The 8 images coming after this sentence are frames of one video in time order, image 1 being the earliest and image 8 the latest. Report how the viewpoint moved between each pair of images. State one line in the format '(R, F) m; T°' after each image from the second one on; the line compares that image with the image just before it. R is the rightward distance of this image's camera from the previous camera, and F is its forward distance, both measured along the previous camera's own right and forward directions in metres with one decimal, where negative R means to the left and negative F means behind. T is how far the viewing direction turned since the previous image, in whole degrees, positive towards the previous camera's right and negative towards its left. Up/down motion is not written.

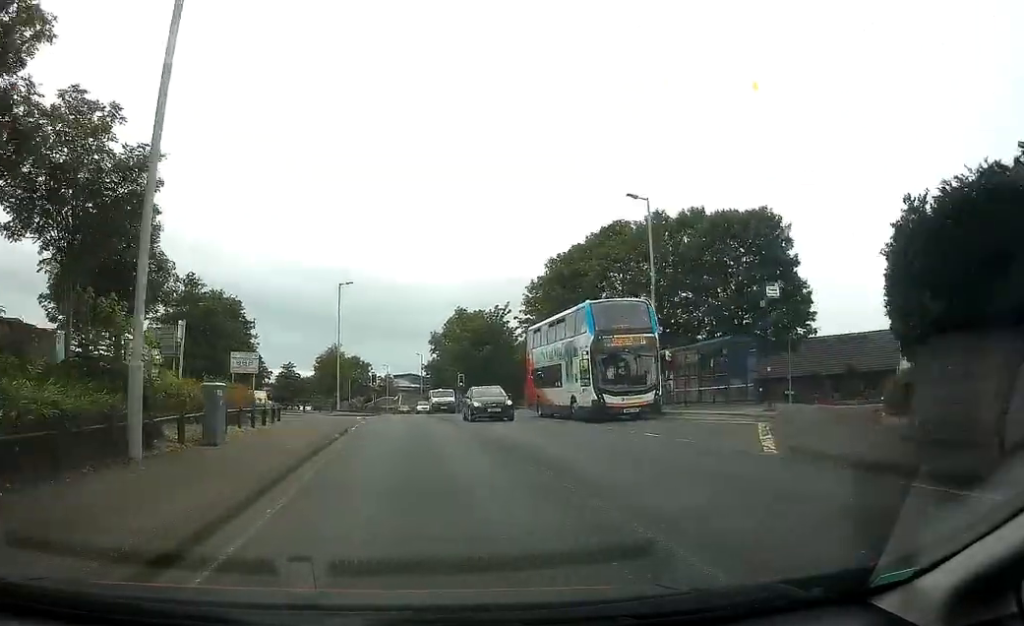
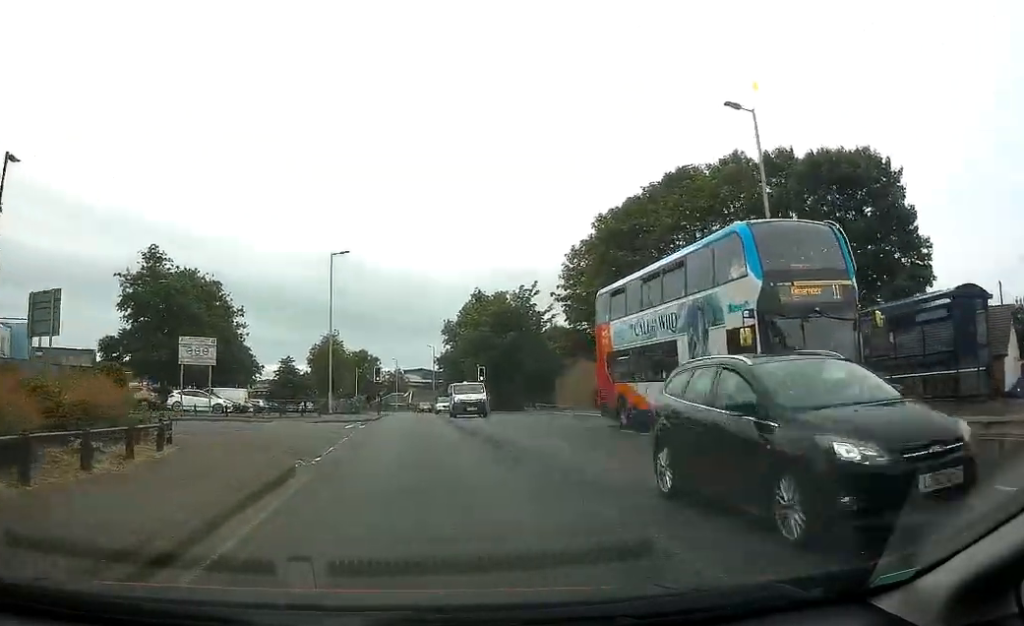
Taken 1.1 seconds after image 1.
(-0.3, +11.5) m; -2°
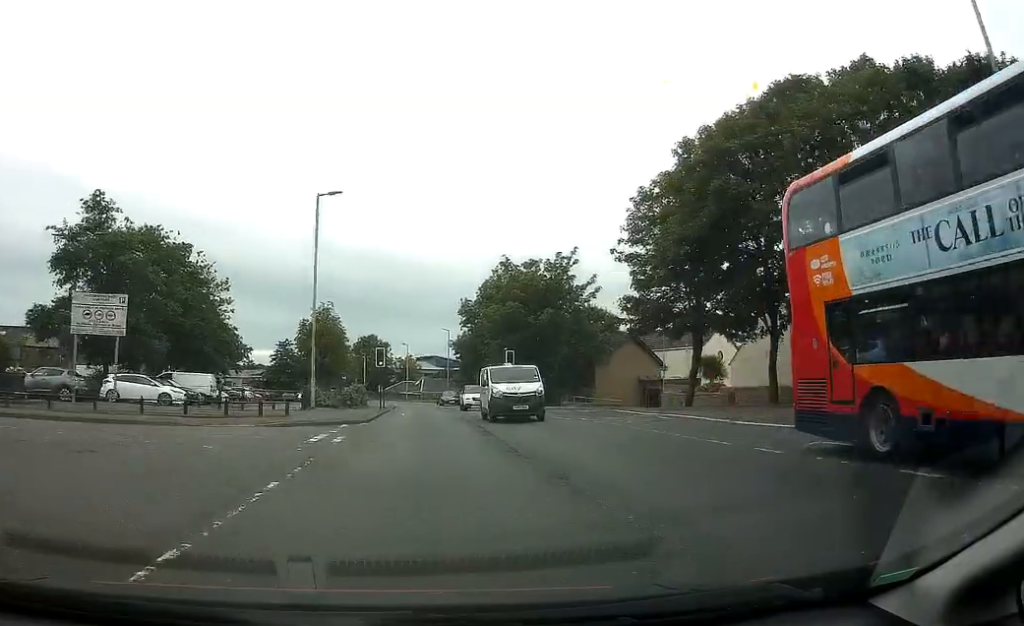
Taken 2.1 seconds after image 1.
(0.0, +11.1) m; 0°
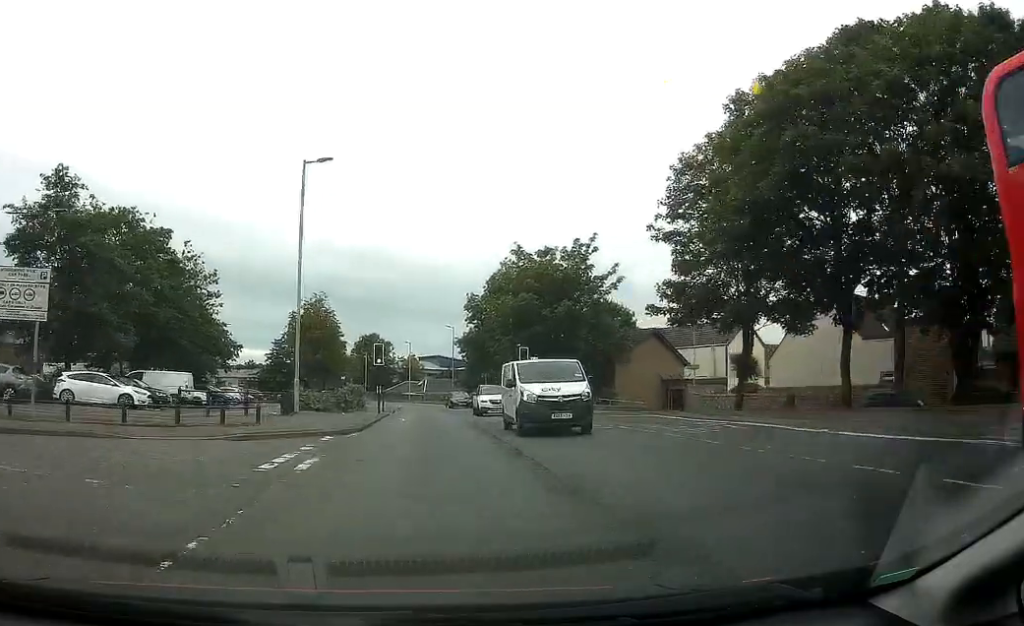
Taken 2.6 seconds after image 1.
(0.0, +5.0) m; 0°
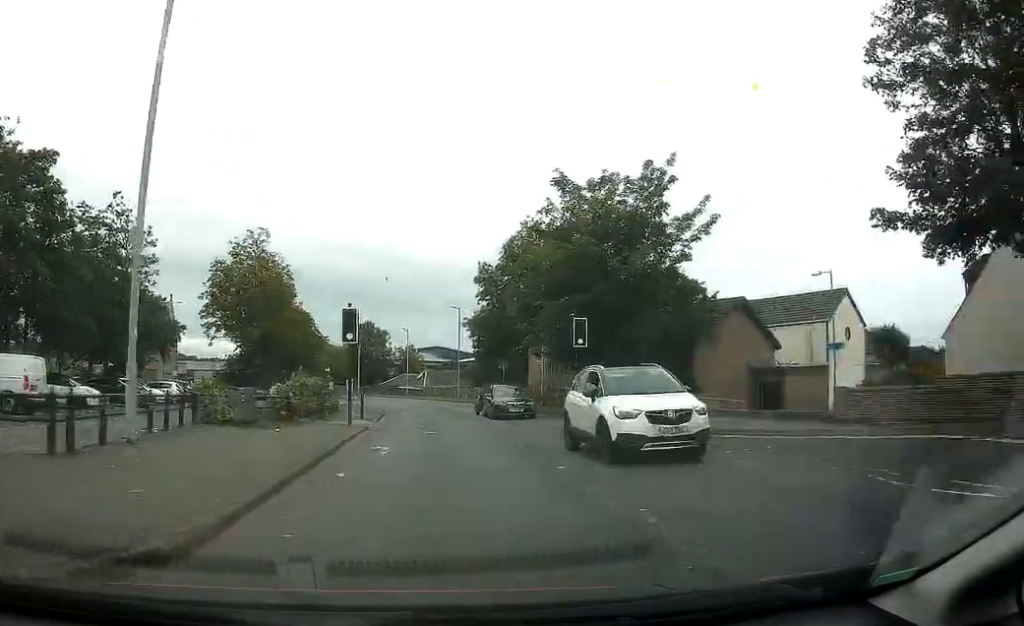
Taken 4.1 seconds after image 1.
(+0.1, +15.4) m; 0°
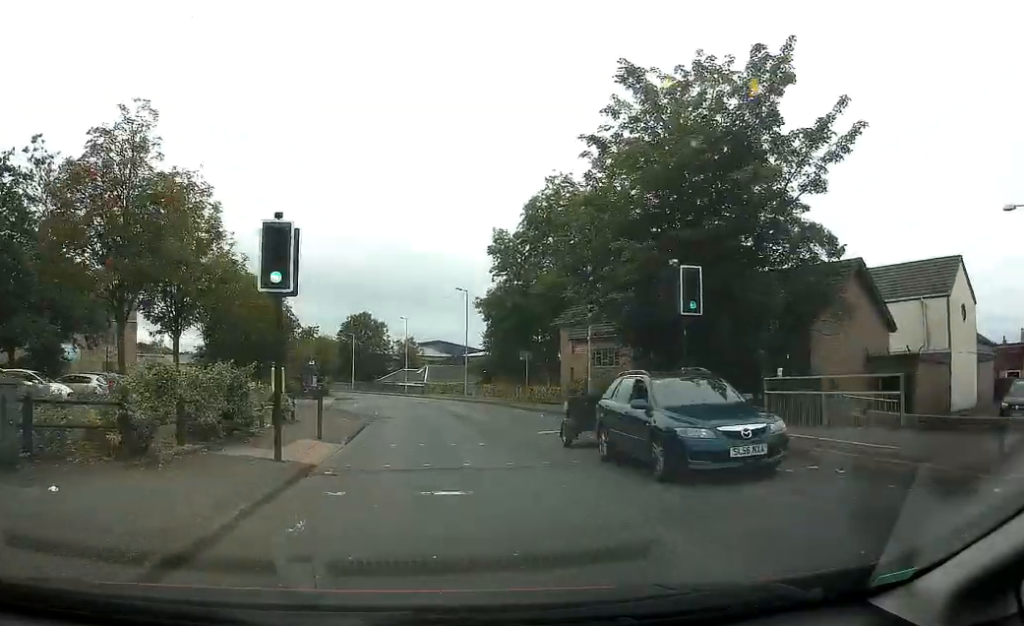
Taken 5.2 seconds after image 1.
(0.0, +11.9) m; -2°
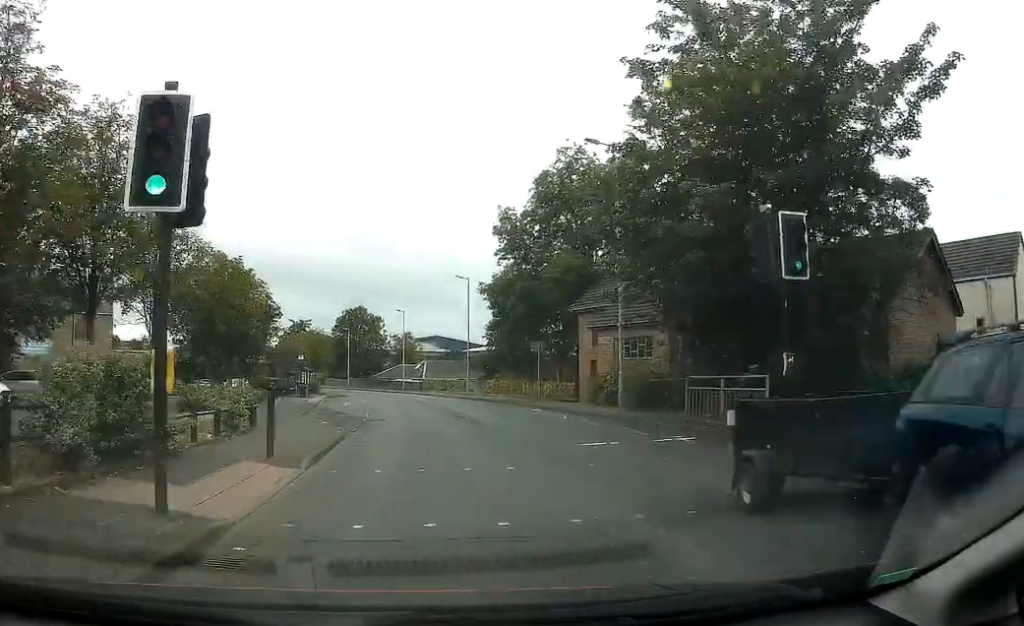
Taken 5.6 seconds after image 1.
(+0.1, +5.1) m; -1°
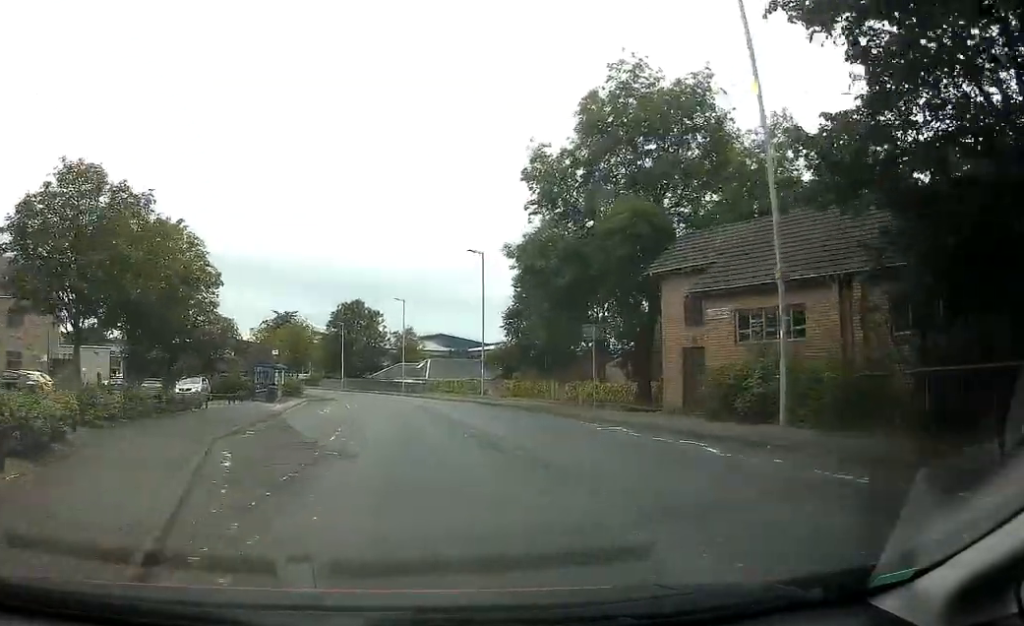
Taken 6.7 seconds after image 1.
(-0.4, +11.7) m; 0°
